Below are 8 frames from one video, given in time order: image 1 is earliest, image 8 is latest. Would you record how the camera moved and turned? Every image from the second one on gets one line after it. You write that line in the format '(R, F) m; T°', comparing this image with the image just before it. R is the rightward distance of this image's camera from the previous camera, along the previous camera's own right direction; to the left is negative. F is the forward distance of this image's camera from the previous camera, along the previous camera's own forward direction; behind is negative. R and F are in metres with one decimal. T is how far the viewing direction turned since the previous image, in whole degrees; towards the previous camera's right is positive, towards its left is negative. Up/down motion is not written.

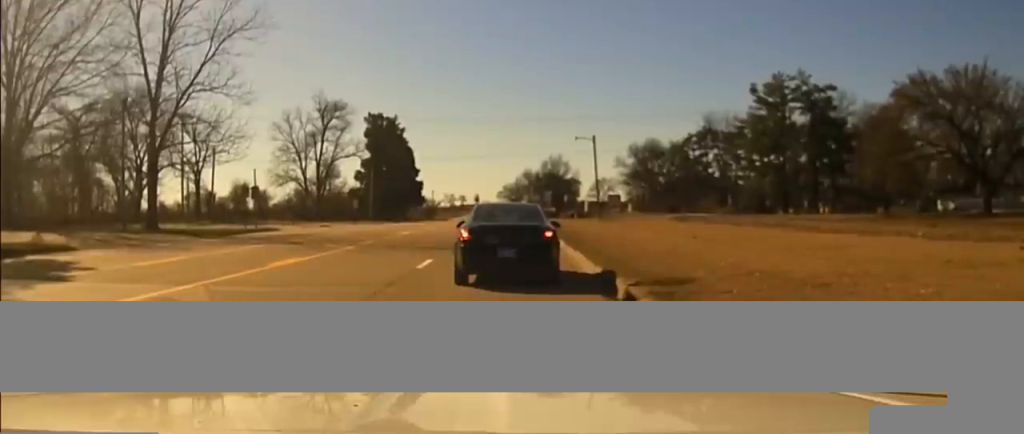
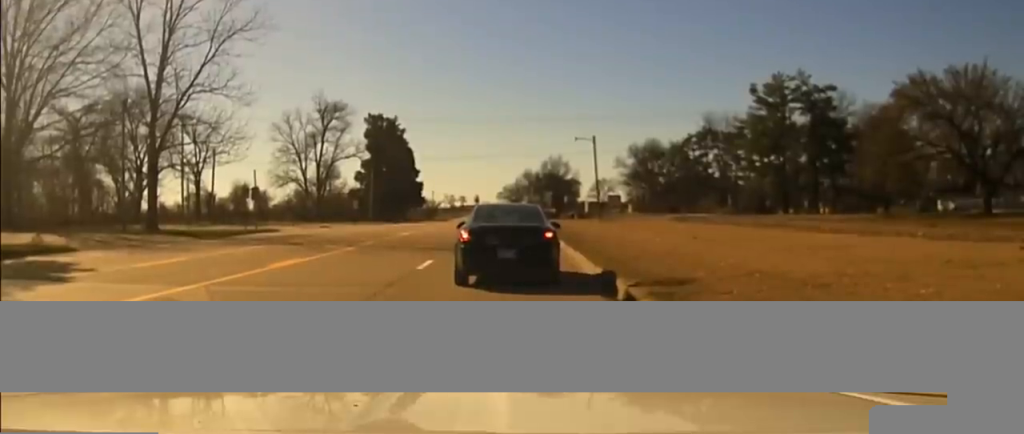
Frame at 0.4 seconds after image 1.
(0.0, +0.6) m; 0°
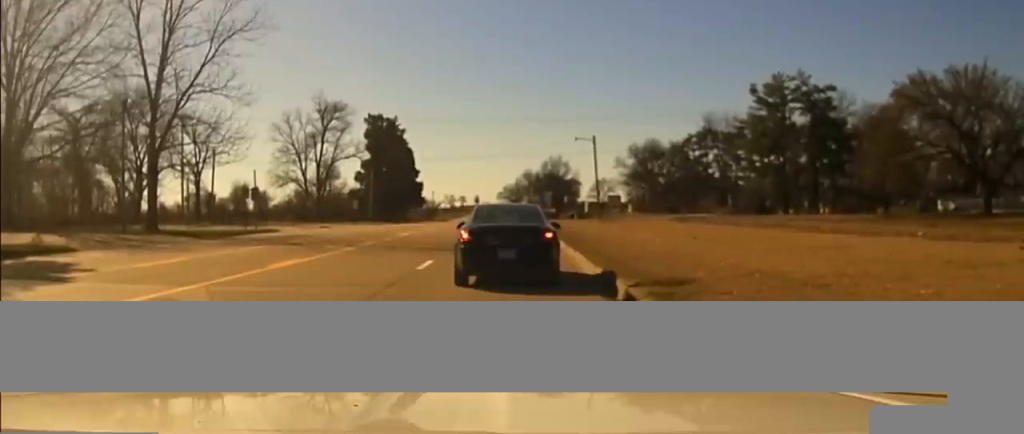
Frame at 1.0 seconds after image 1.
(0.0, +0.6) m; 0°
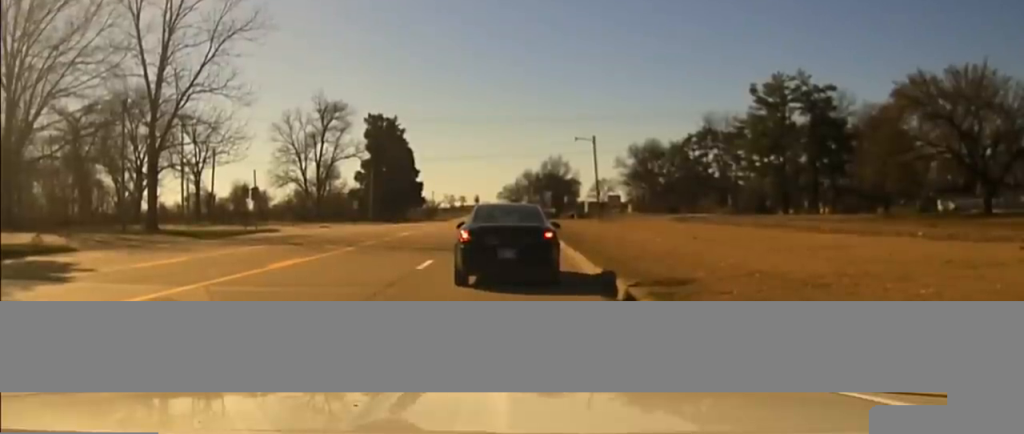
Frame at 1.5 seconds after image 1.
(+0.1, +0.4) m; 0°
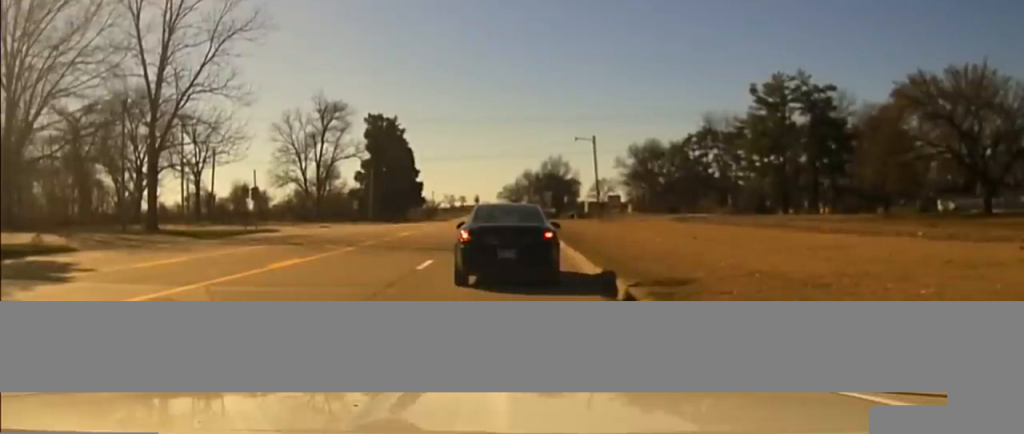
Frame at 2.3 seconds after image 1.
(+0.1, +0.3) m; 0°
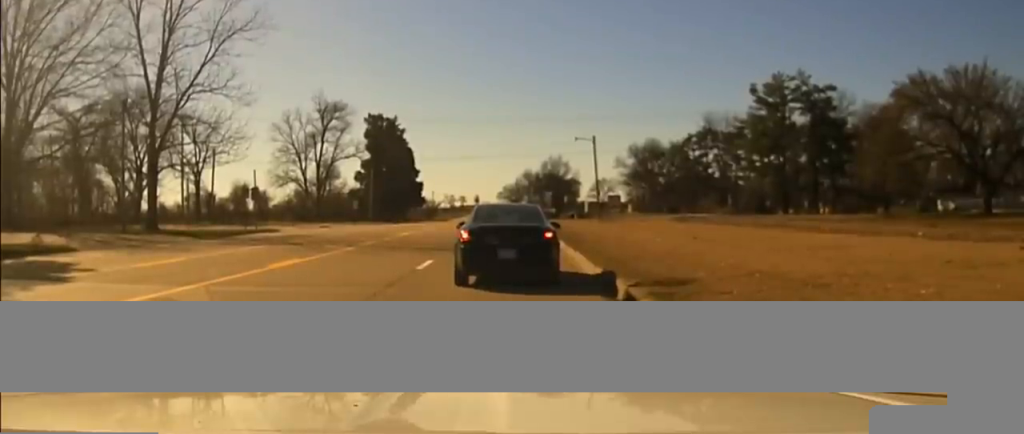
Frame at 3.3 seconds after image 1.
(0.0, +0.2) m; 0°
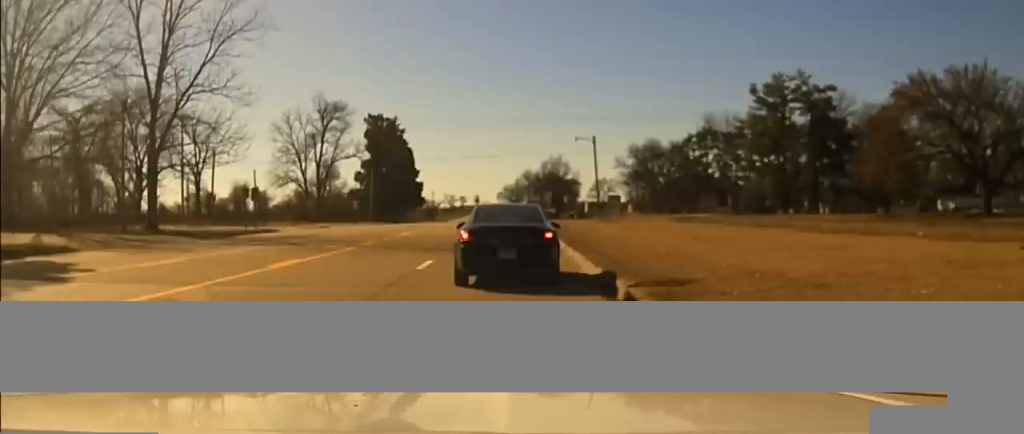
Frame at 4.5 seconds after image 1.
(+0.1, +0.2) m; 0°
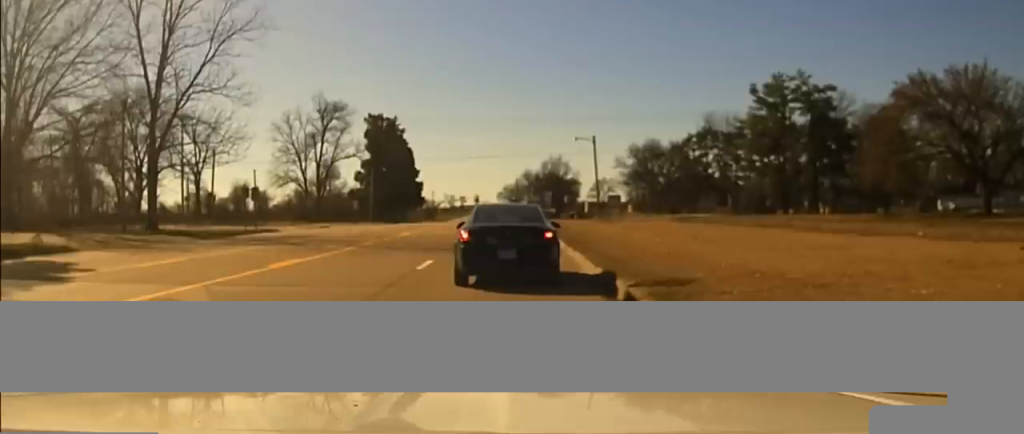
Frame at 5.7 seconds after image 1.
(0.0, +0.2) m; 0°
